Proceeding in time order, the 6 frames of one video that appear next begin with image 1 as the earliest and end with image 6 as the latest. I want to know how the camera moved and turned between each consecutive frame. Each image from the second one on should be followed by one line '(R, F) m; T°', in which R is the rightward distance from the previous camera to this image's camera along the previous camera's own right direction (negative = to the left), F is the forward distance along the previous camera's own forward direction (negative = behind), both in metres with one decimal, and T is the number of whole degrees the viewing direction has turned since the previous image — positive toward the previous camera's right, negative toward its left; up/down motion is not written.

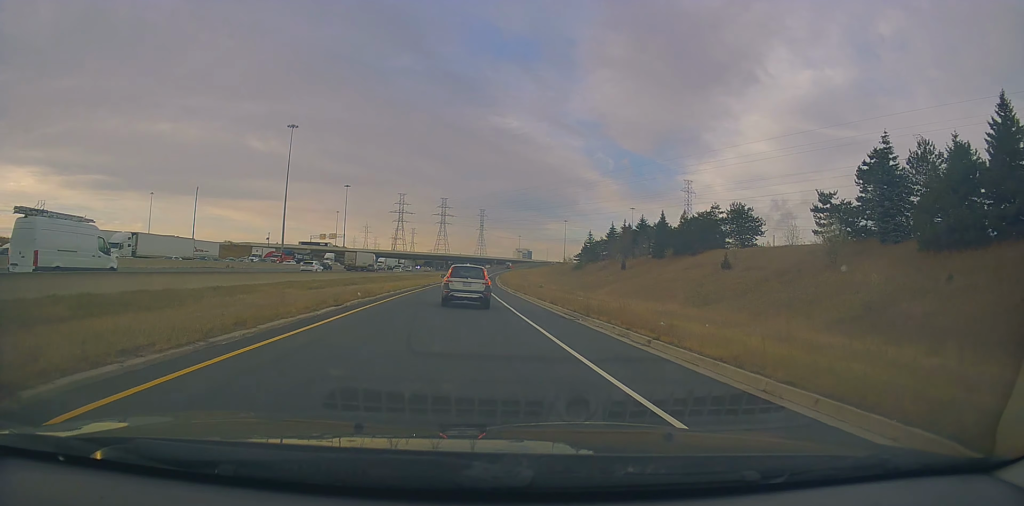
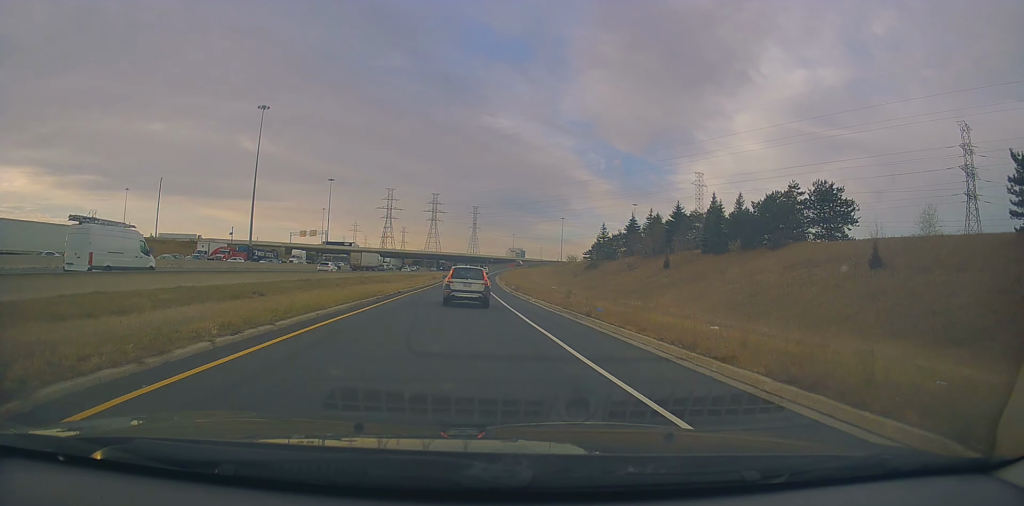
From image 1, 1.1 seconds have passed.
(+0.4, +22.4) m; 0°
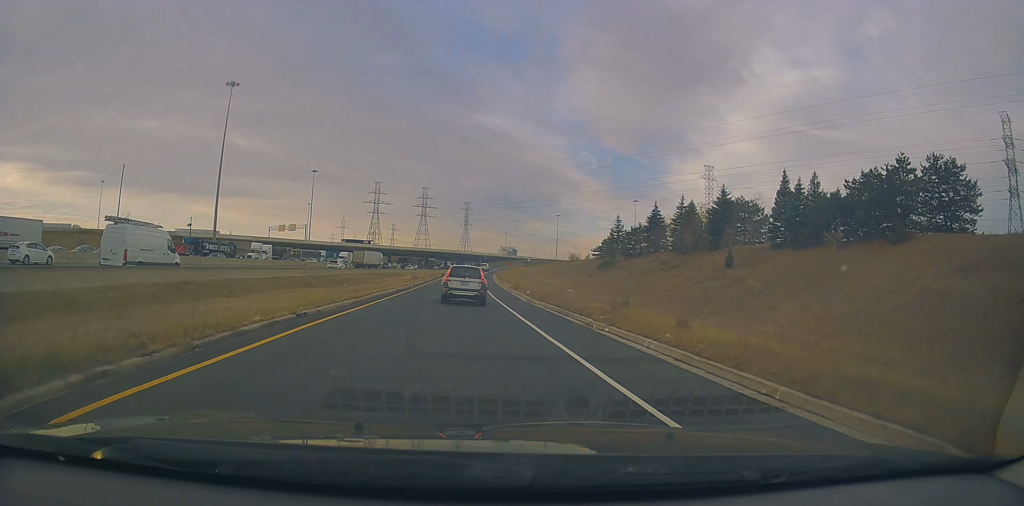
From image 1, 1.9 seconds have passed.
(-0.3, +18.7) m; 0°
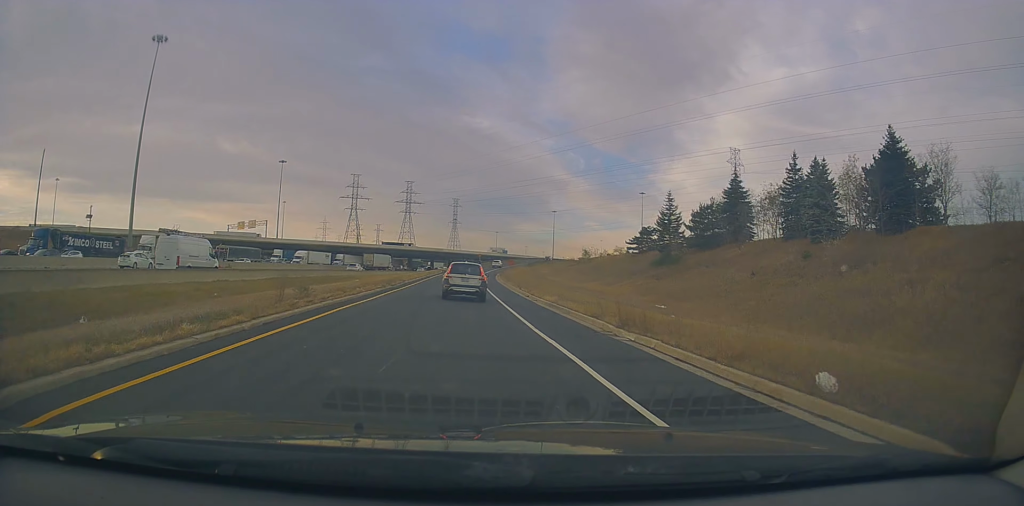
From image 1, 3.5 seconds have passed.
(+0.7, +33.1) m; +1°
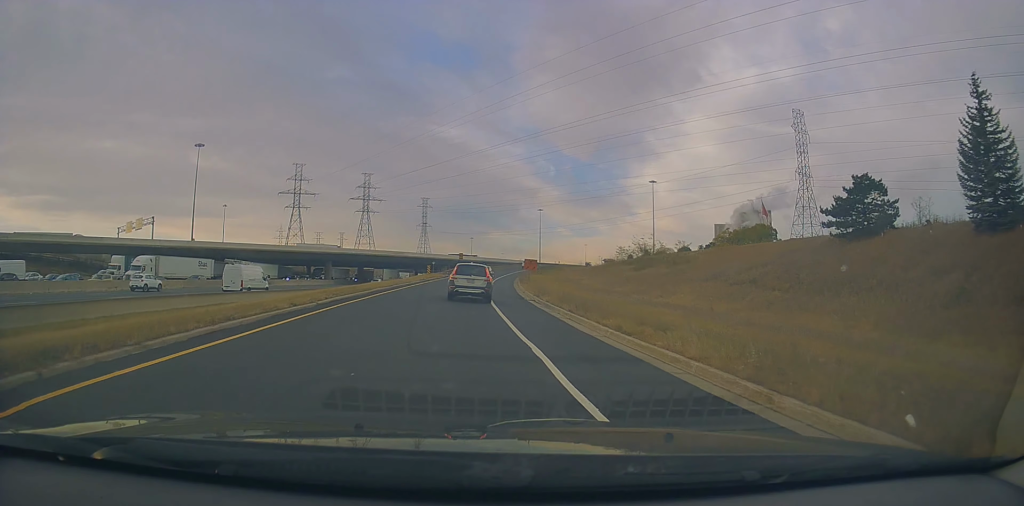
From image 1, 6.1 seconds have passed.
(+2.0, +58.9) m; +3°
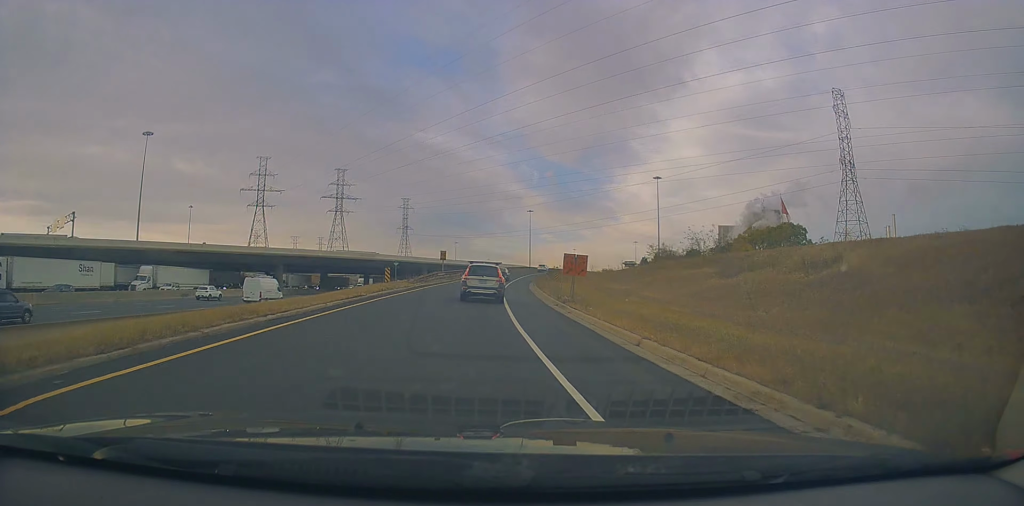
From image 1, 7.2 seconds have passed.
(-0.2, +26.6) m; +1°
